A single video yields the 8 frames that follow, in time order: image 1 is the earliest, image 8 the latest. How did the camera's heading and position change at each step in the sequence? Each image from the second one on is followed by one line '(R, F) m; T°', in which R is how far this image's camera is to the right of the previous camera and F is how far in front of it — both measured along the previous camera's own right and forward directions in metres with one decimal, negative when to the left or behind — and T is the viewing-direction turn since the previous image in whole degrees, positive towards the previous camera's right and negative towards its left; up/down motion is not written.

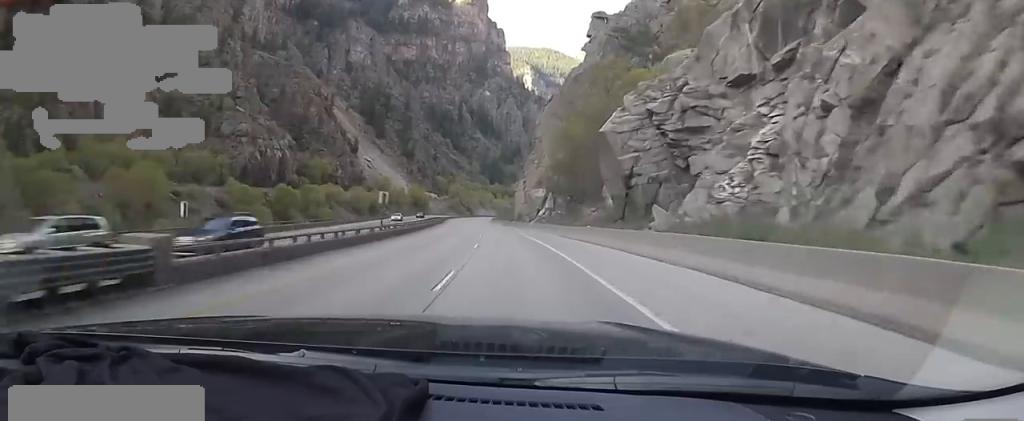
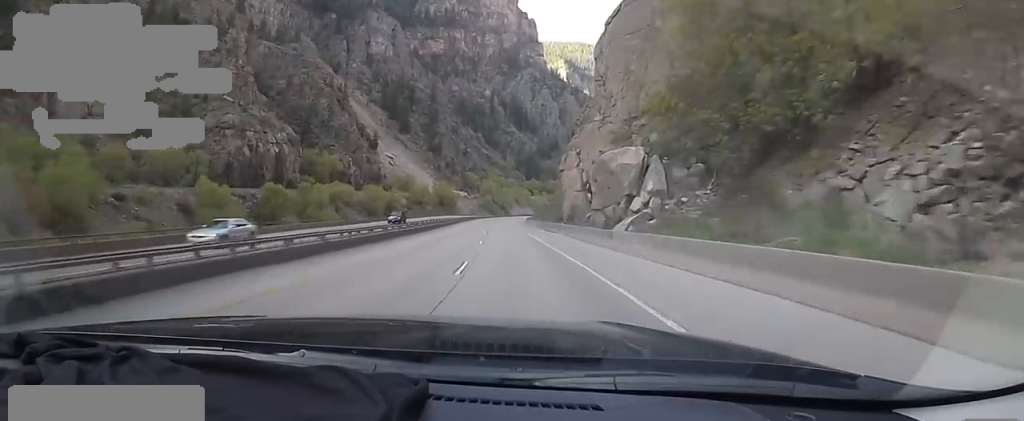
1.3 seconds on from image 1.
(-0.9, +34.2) m; -5°
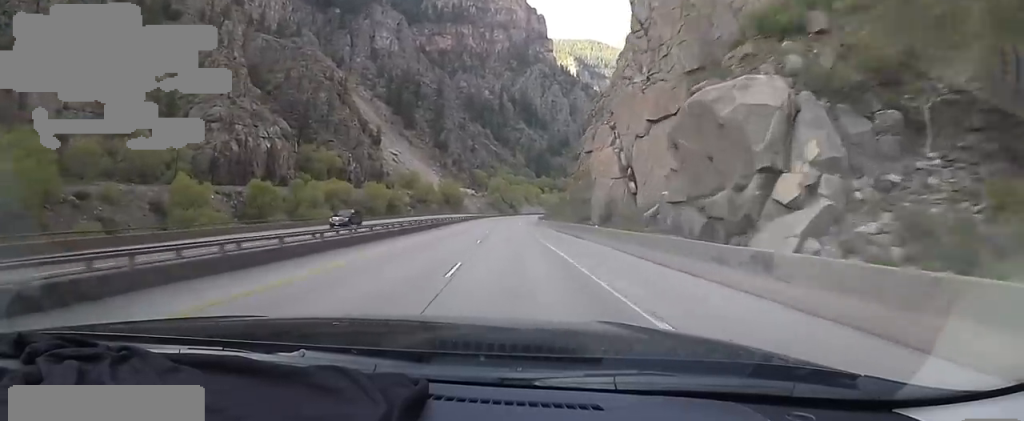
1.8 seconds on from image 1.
(0.0, +13.2) m; -3°
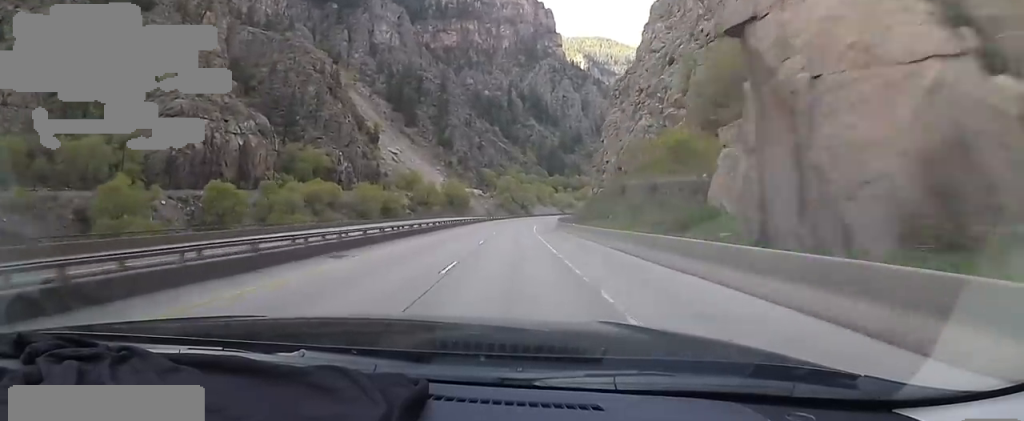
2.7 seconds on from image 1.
(-1.3, +23.9) m; 0°
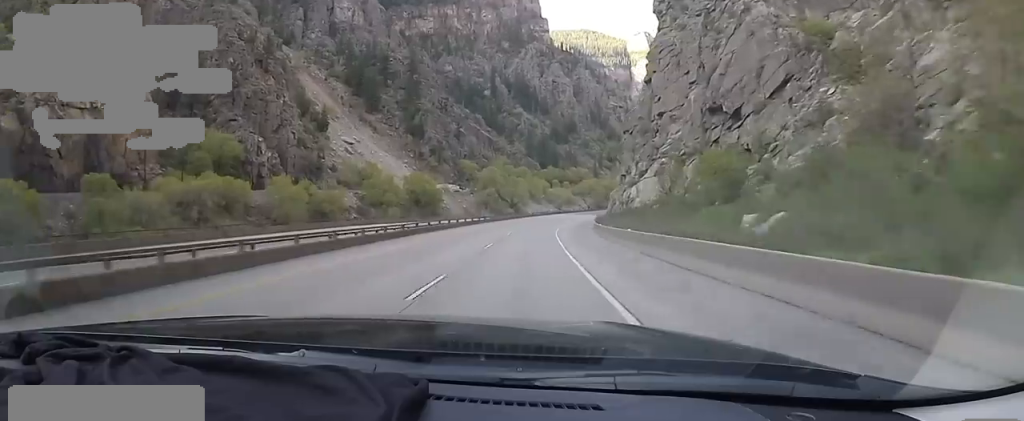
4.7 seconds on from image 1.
(+0.6, +52.1) m; +1°
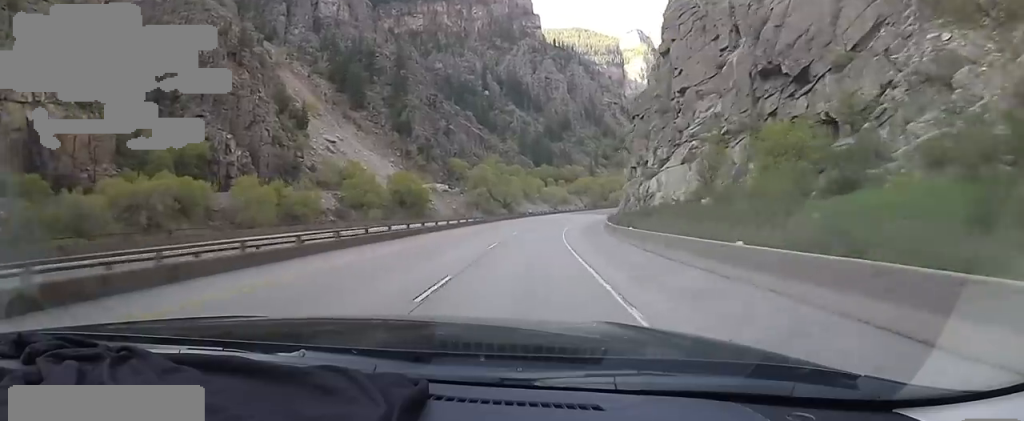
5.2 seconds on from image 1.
(+0.4, +12.1) m; +2°
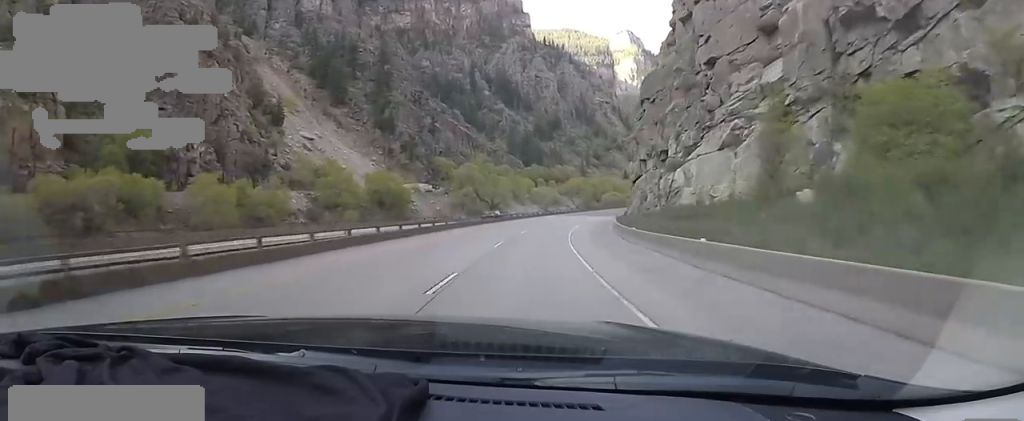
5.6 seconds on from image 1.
(+0.1, +11.3) m; +2°
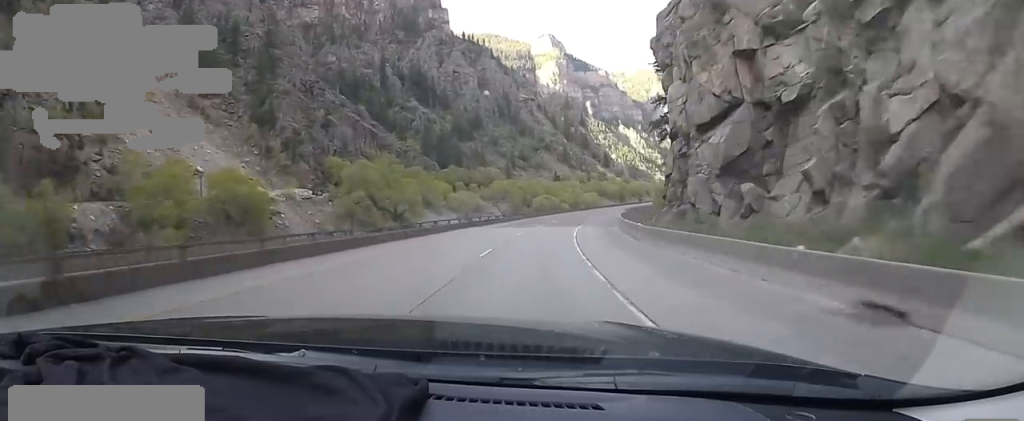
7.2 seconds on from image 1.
(+2.9, +41.8) m; +7°
